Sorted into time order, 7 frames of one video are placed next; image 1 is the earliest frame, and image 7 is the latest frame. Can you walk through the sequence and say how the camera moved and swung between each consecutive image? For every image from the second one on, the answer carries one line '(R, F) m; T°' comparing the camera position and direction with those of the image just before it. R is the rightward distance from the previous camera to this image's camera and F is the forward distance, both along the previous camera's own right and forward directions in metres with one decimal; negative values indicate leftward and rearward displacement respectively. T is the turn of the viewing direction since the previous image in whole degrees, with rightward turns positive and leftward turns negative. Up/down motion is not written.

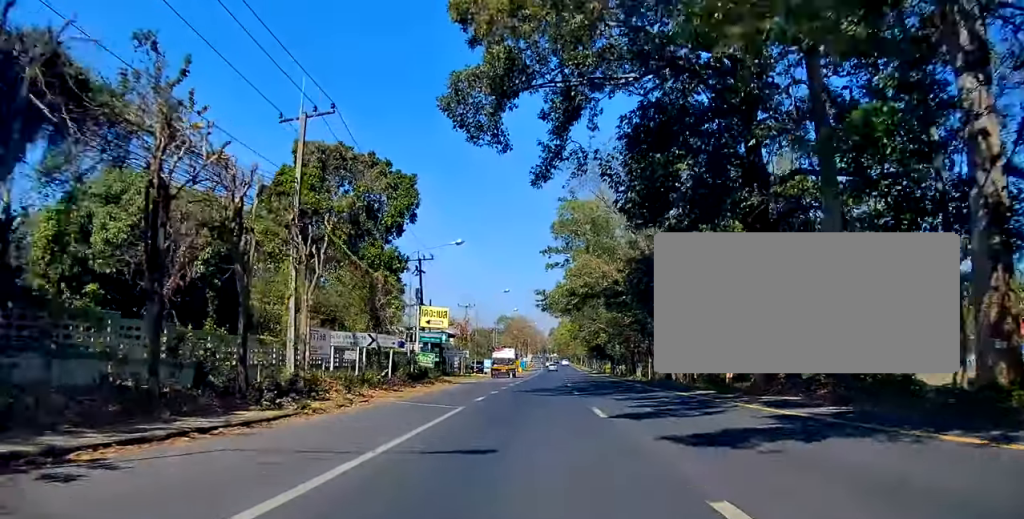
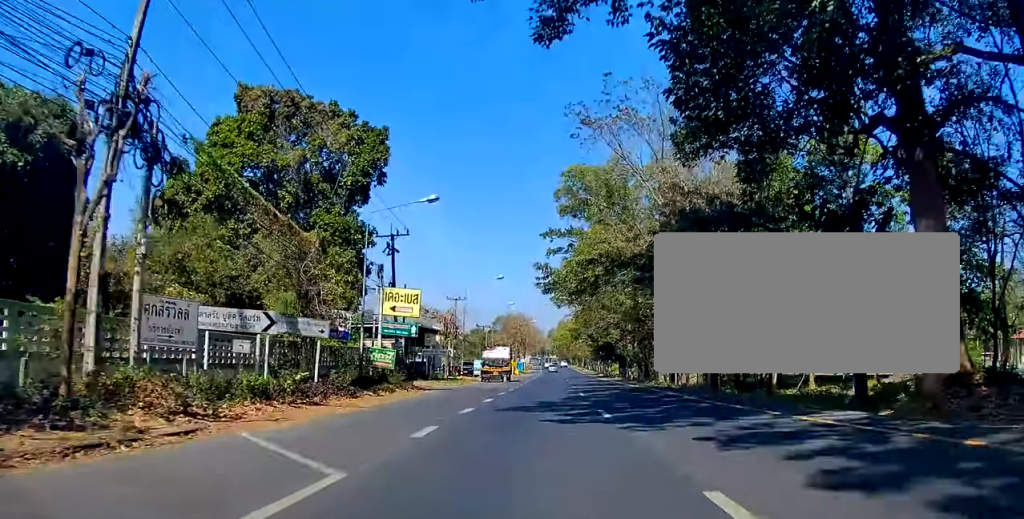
(+0.1, +11.6) m; +1°
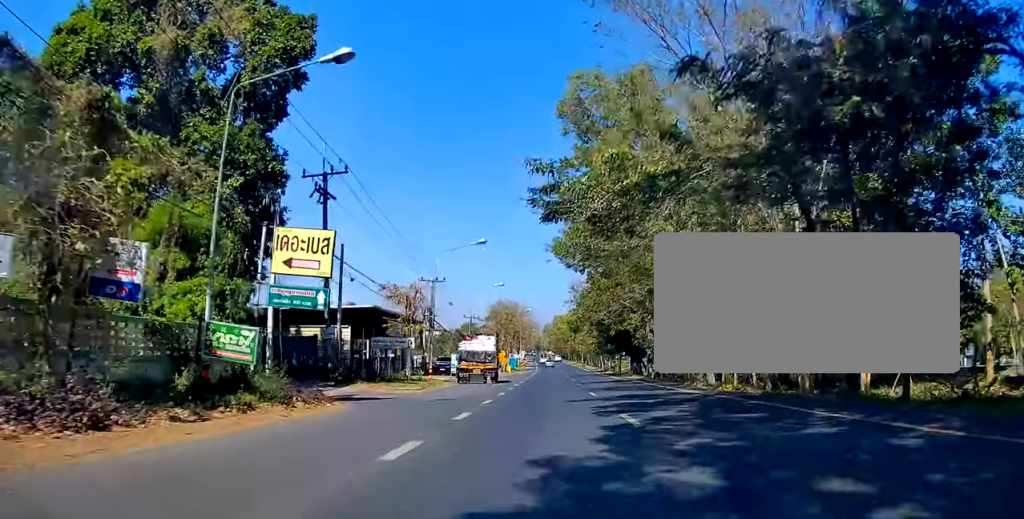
(+0.2, +14.7) m; +1°
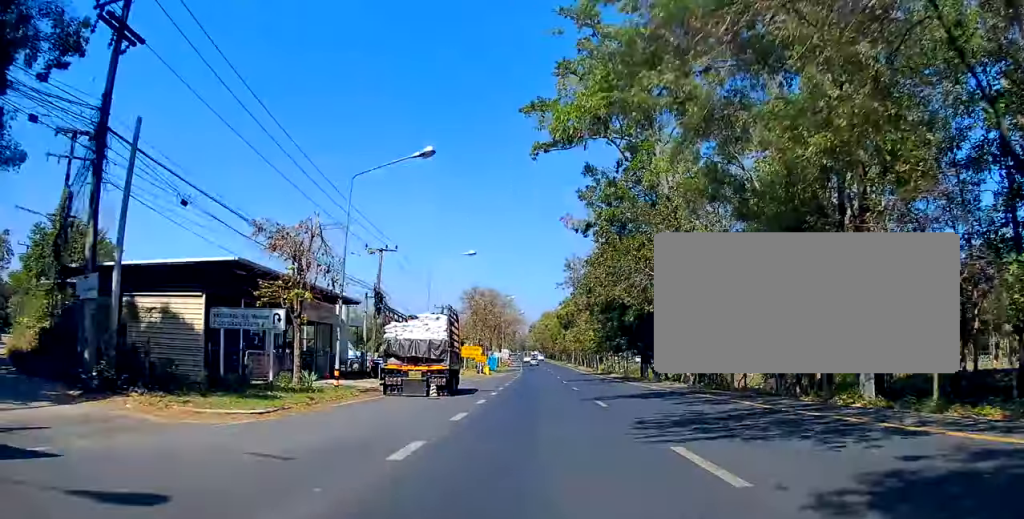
(-0.1, +17.4) m; 0°
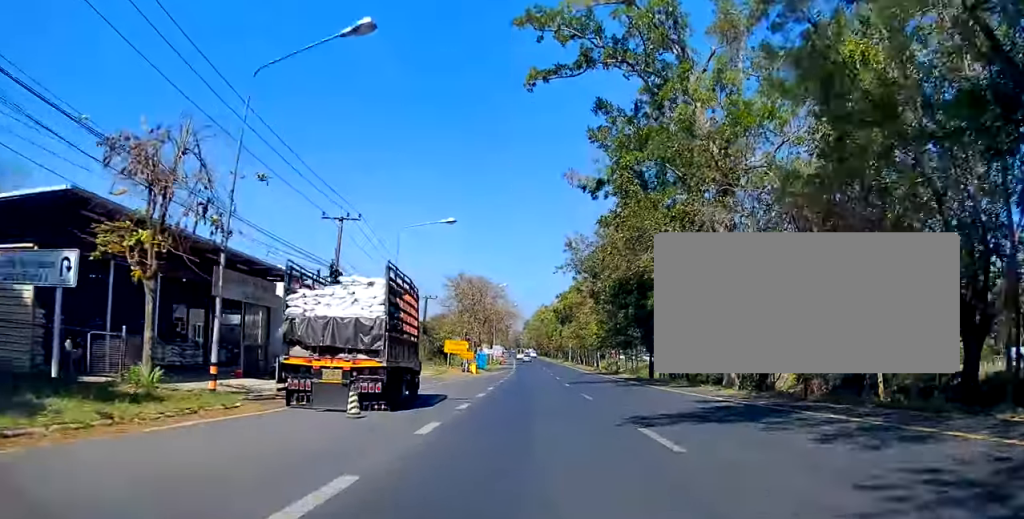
(0.0, +9.4) m; 0°
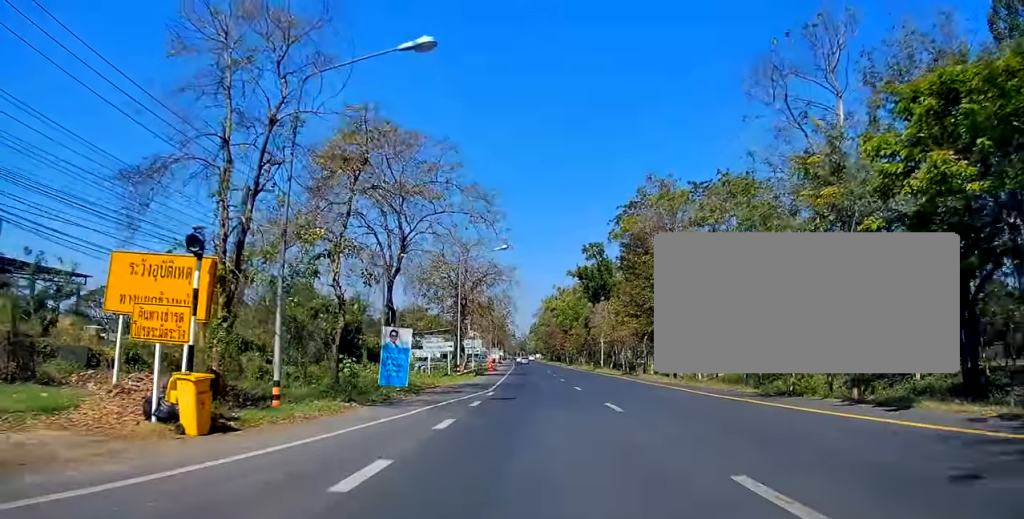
(-0.1, +52.3) m; -1°
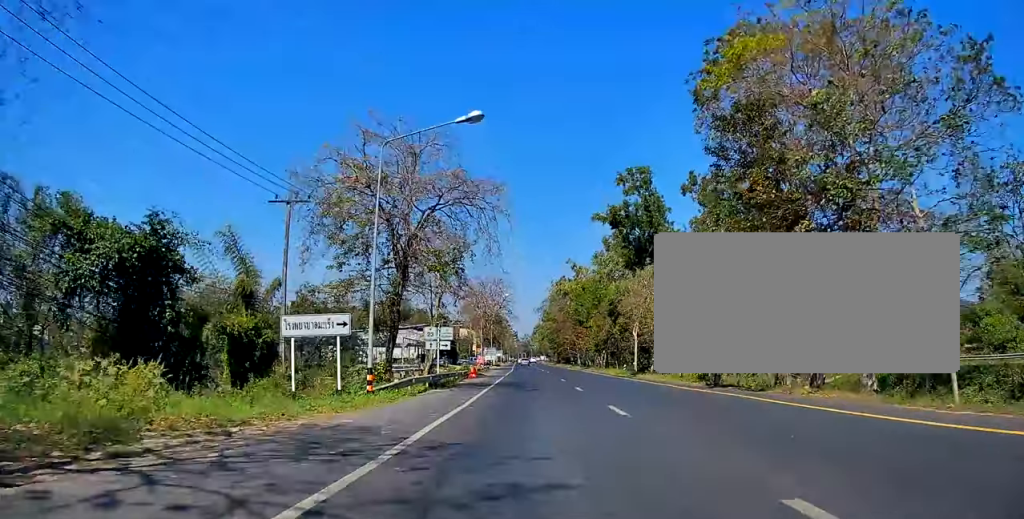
(-0.1, +25.3) m; +1°
